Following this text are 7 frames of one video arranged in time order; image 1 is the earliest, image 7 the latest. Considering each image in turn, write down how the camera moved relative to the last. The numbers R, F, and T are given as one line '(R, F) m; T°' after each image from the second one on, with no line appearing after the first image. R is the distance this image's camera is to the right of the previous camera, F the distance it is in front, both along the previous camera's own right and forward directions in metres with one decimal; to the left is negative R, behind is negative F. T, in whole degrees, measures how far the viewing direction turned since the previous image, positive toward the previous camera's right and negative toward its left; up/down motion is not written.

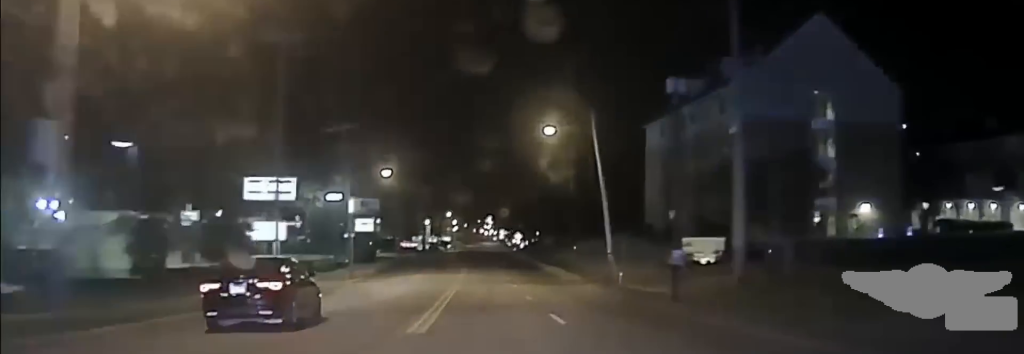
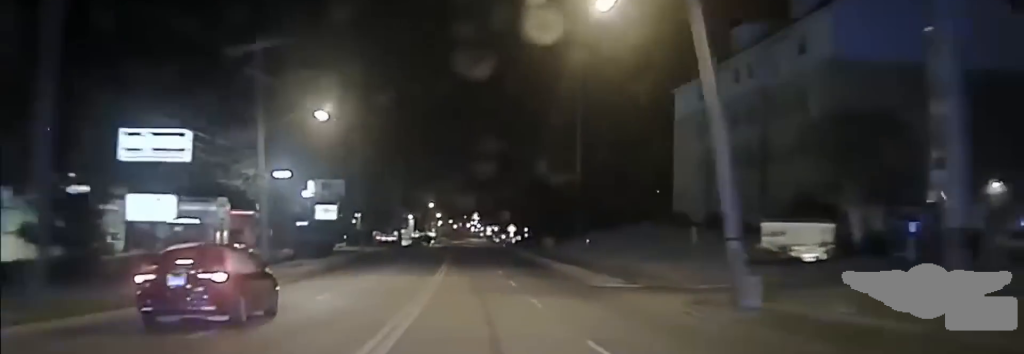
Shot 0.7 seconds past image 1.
(-0.1, +19.6) m; -1°
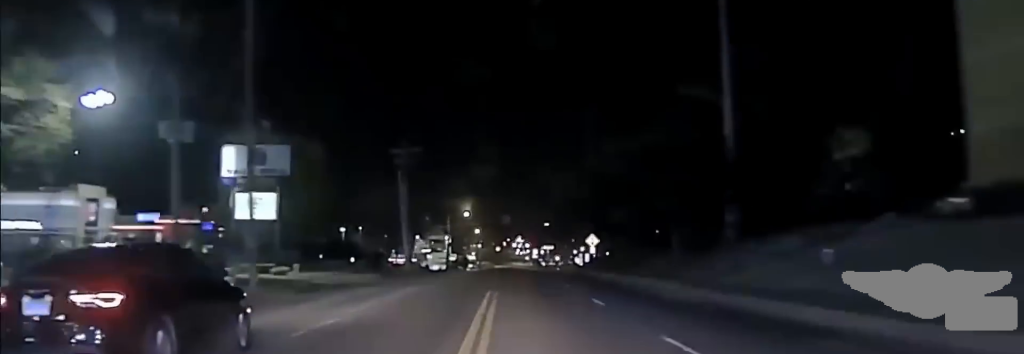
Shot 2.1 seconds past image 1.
(-0.8, +40.3) m; -2°
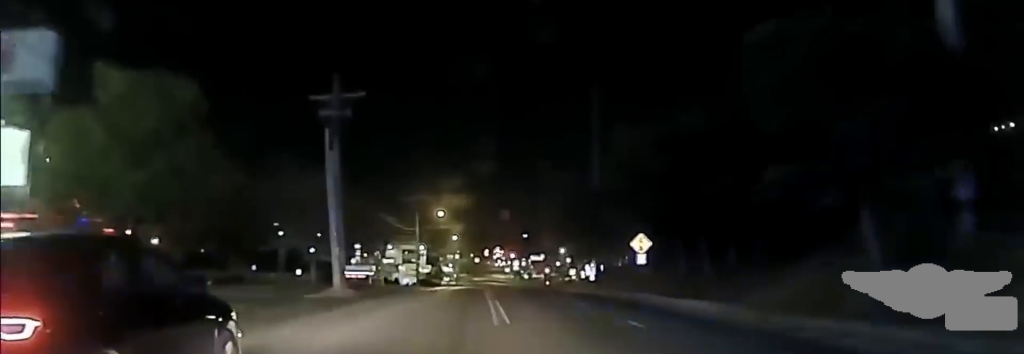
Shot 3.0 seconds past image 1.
(-0.1, +27.6) m; 0°
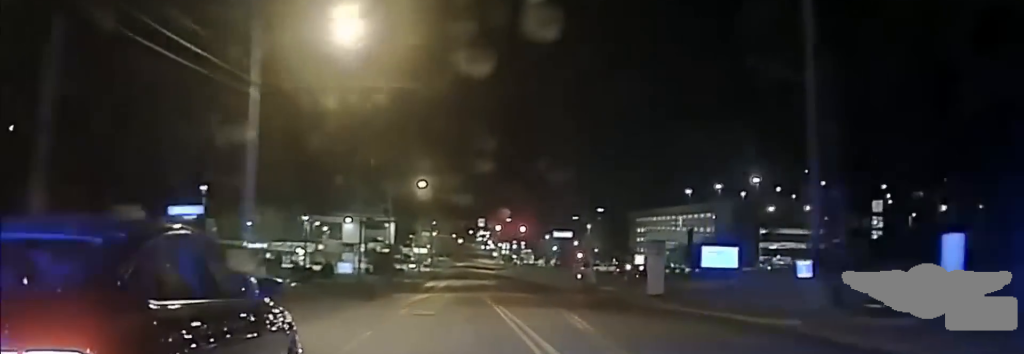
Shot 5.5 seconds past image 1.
(+1.6, +79.6) m; +1°
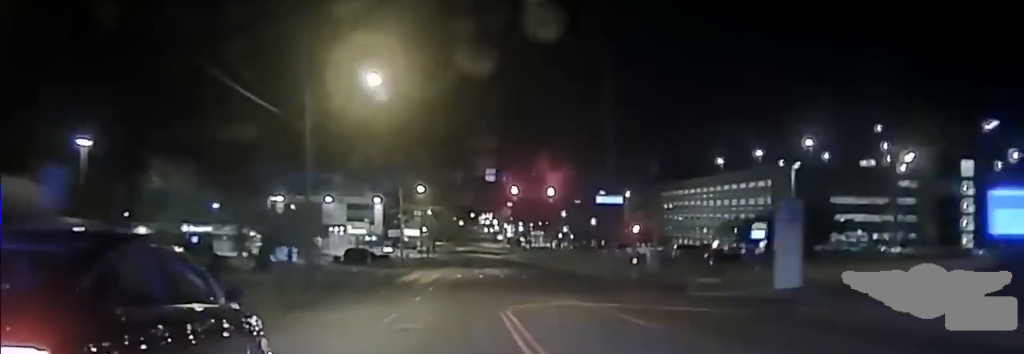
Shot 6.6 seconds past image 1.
(-0.1, +39.5) m; 0°
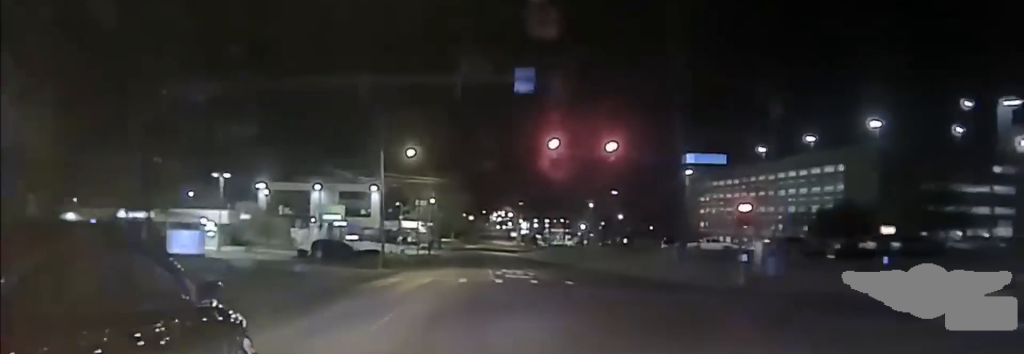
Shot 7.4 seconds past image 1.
(0.0, +28.3) m; 0°
